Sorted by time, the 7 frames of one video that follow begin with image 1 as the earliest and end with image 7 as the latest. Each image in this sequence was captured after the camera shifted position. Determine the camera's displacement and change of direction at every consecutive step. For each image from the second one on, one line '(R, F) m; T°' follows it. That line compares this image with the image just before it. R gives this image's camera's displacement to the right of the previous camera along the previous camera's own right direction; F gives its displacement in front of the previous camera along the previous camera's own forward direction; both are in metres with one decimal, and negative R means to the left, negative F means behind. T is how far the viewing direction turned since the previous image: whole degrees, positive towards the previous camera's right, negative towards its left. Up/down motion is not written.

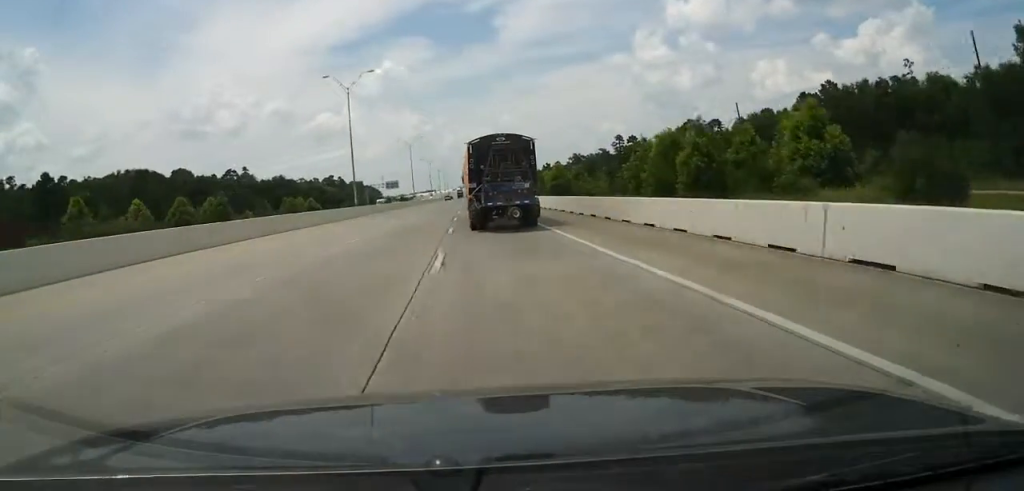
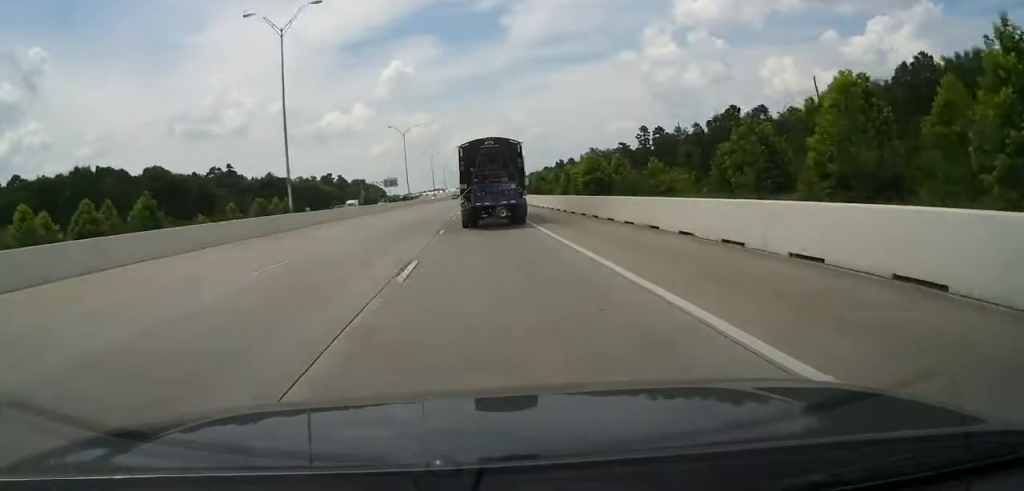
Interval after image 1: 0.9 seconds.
(0.0, +25.4) m; 0°
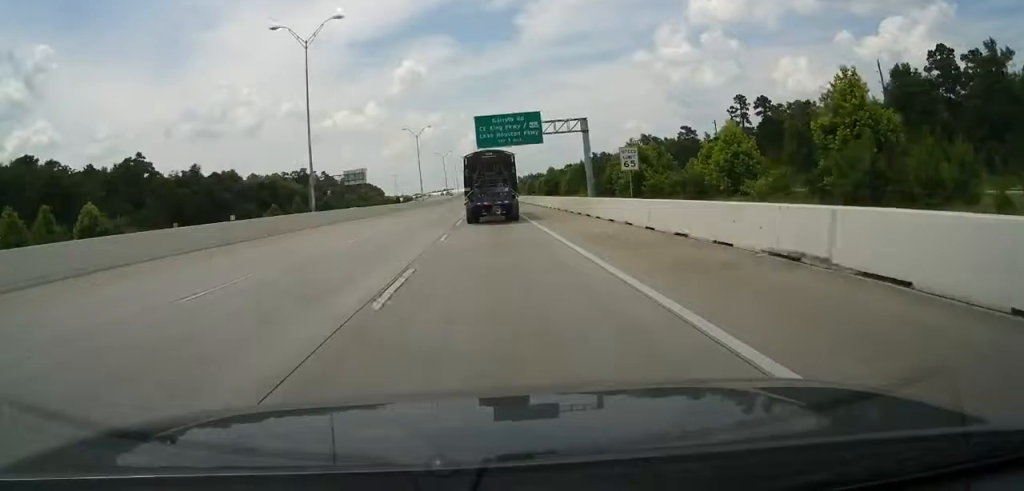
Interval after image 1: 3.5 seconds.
(+0.4, +74.1) m; +1°
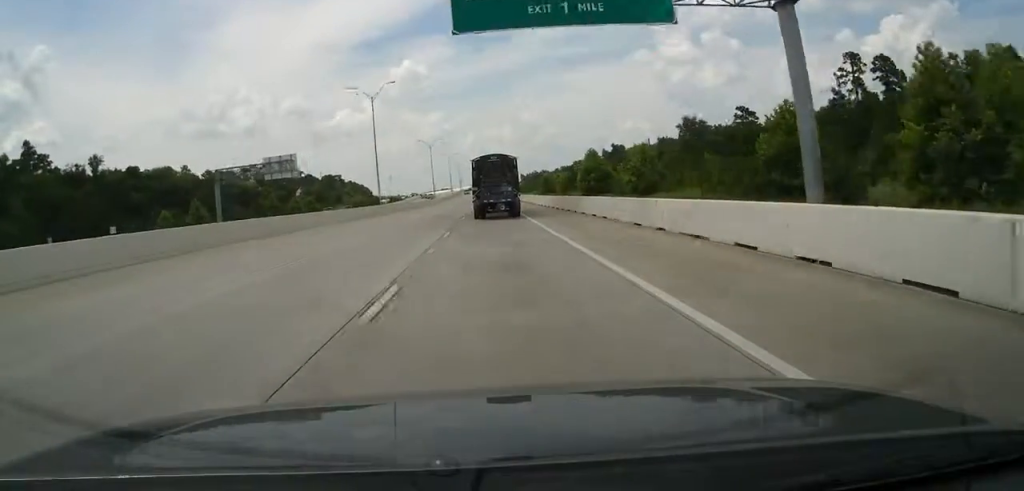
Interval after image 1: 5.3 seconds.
(-0.8, +47.4) m; -2°
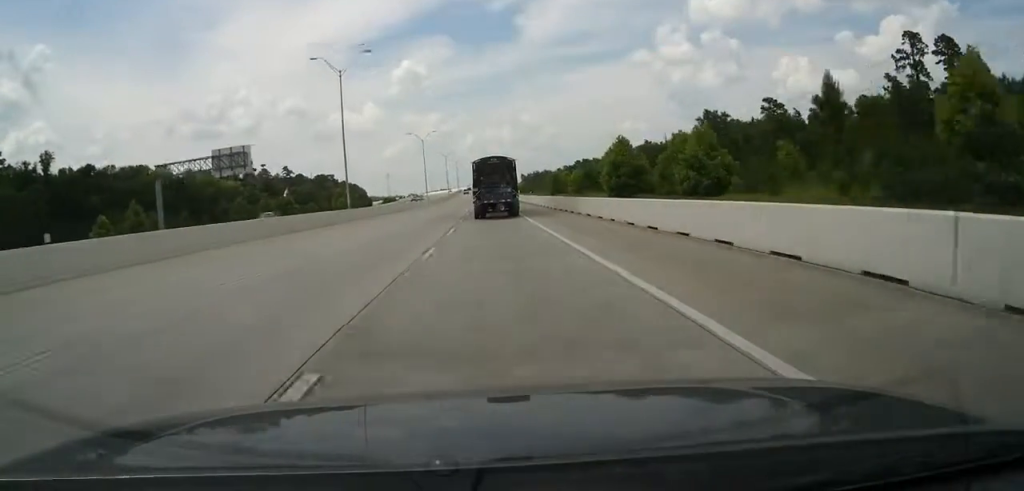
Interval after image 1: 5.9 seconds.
(-0.2, +16.3) m; 0°
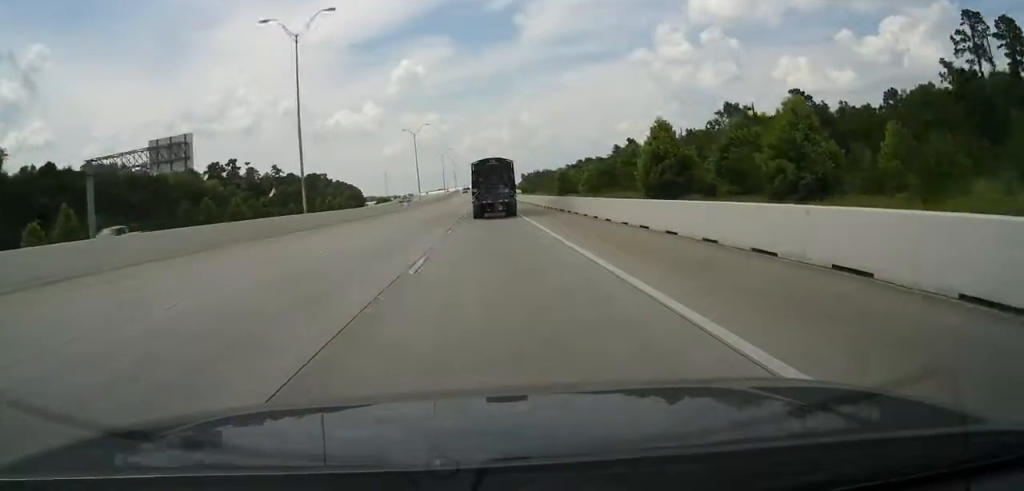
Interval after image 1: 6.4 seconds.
(+0.2, +13.6) m; +1°
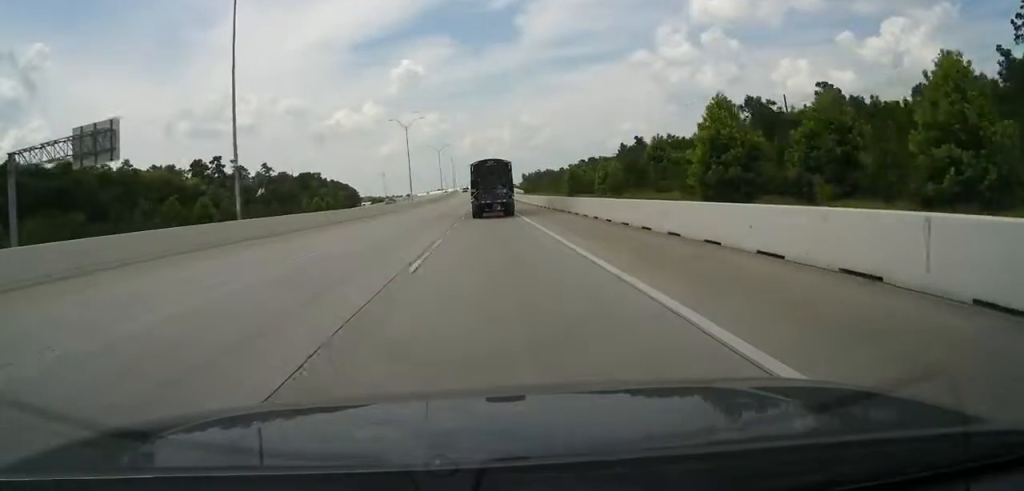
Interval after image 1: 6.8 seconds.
(0.0, +11.8) m; 0°
